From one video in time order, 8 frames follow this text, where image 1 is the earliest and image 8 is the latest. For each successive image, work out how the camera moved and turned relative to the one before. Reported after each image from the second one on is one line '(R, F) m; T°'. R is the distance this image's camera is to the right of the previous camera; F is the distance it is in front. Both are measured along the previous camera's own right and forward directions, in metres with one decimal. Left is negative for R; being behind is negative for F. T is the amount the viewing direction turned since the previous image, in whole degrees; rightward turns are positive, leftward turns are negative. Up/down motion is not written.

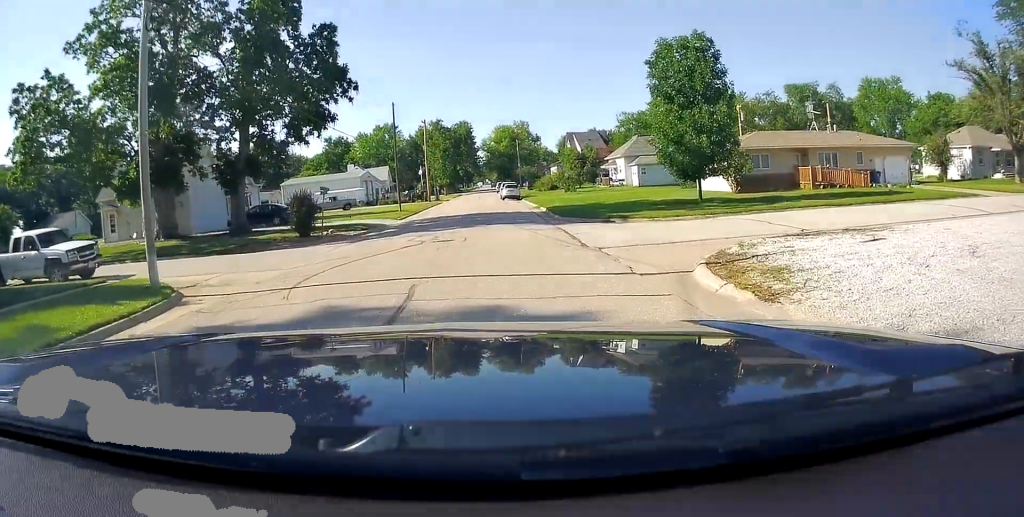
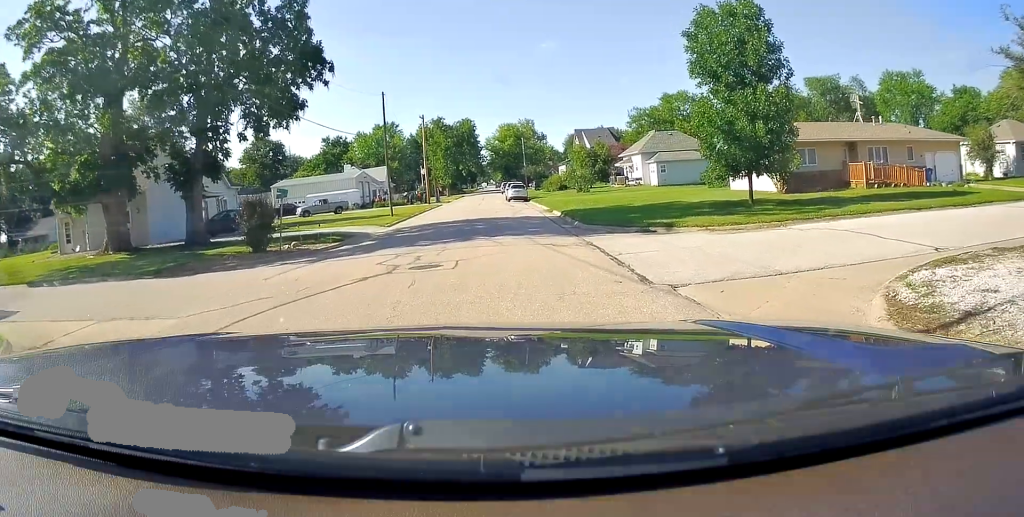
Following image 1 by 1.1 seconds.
(0.0, +6.5) m; +6°
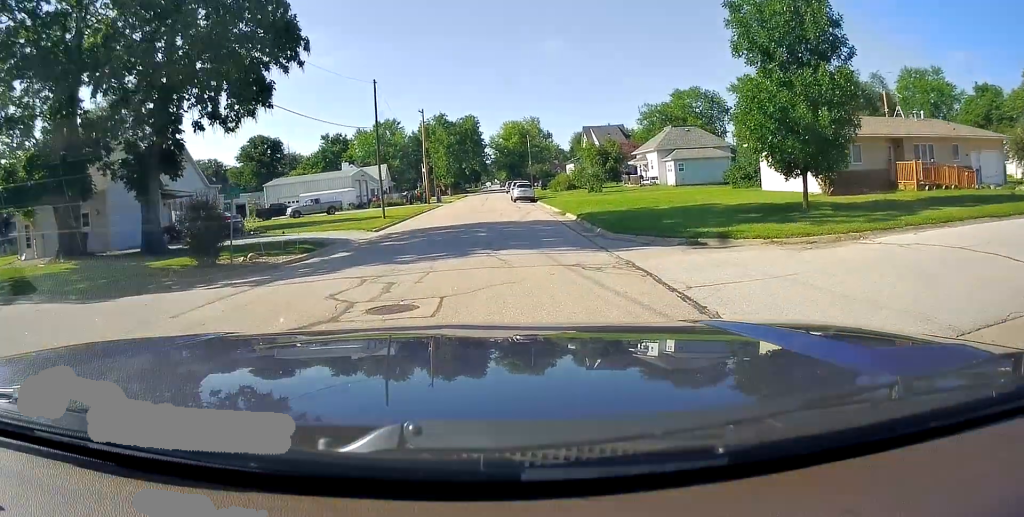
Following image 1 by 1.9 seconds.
(+0.4, +4.4) m; +3°
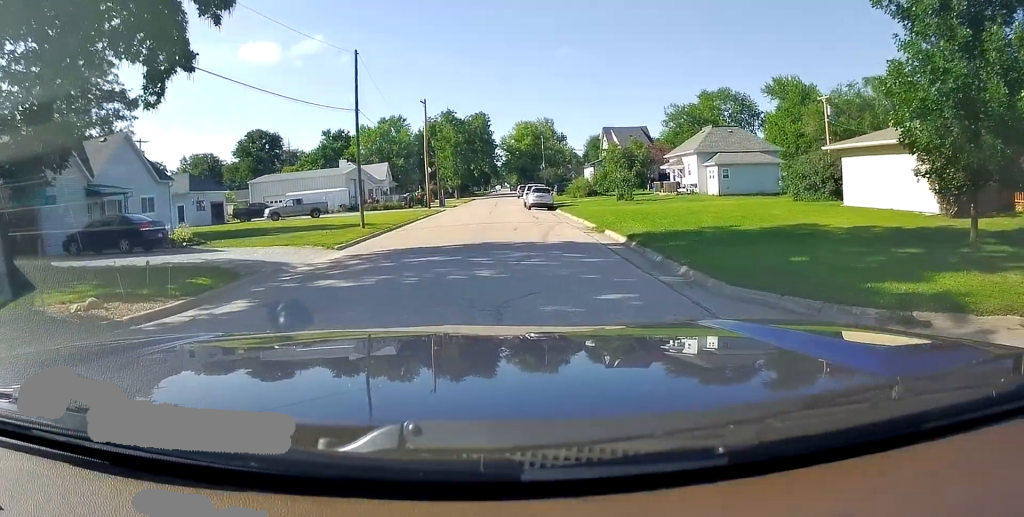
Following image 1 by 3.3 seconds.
(-0.3, +7.8) m; -8°
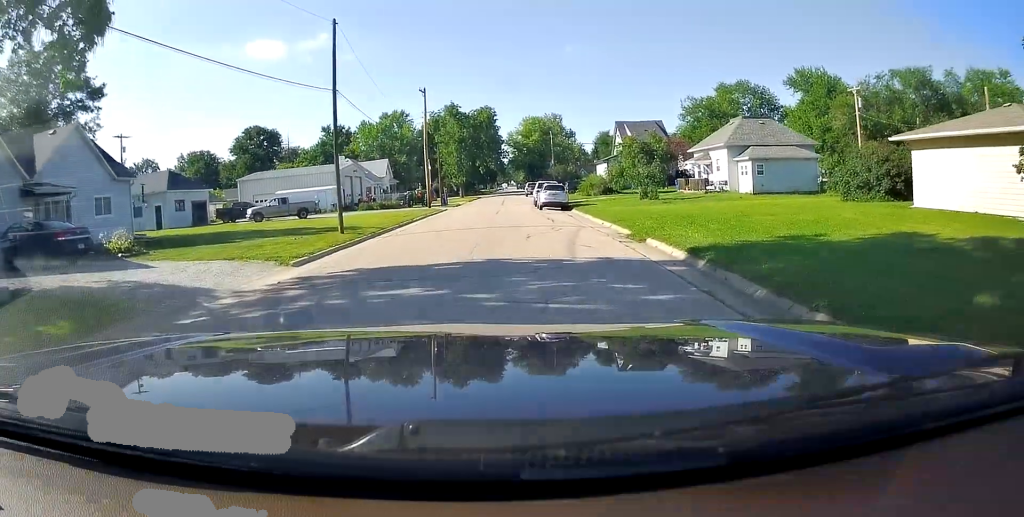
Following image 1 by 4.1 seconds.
(-0.1, +5.0) m; -1°
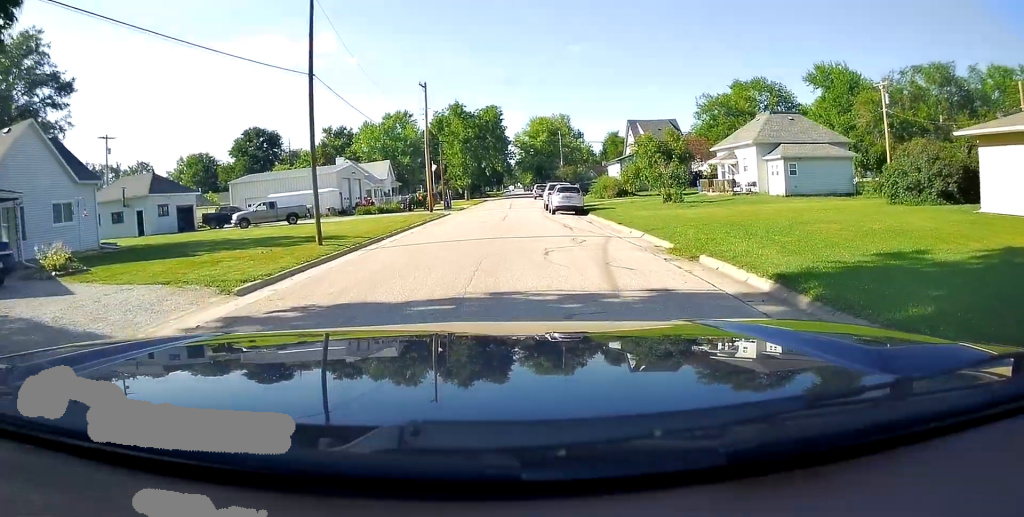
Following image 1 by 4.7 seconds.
(0.0, +3.9) m; 0°
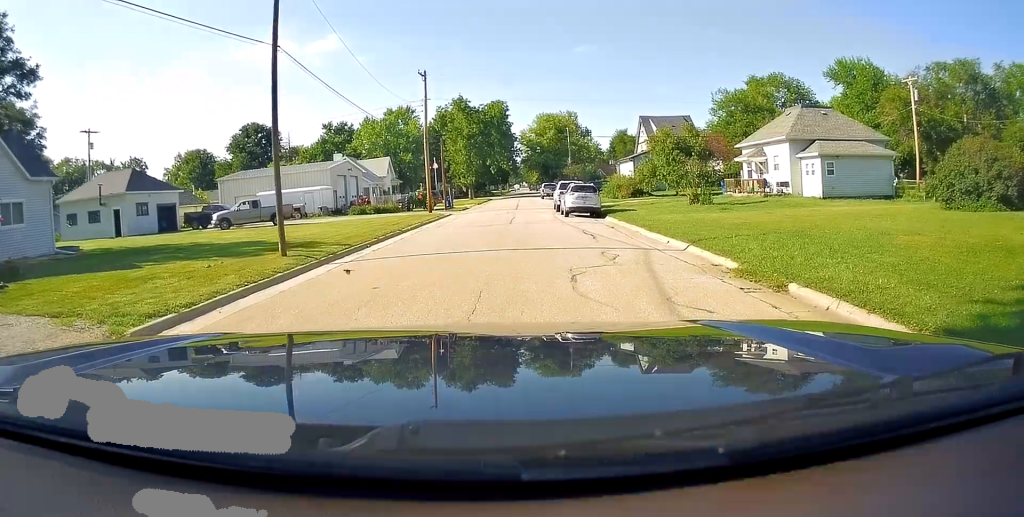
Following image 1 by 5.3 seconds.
(0.0, +4.0) m; 0°
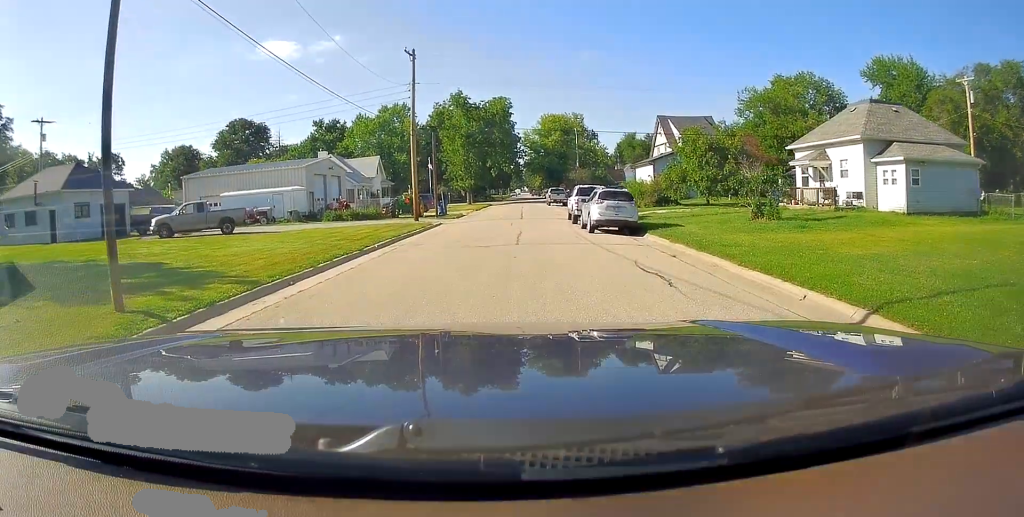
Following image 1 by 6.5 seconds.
(0.0, +8.0) m; -1°
